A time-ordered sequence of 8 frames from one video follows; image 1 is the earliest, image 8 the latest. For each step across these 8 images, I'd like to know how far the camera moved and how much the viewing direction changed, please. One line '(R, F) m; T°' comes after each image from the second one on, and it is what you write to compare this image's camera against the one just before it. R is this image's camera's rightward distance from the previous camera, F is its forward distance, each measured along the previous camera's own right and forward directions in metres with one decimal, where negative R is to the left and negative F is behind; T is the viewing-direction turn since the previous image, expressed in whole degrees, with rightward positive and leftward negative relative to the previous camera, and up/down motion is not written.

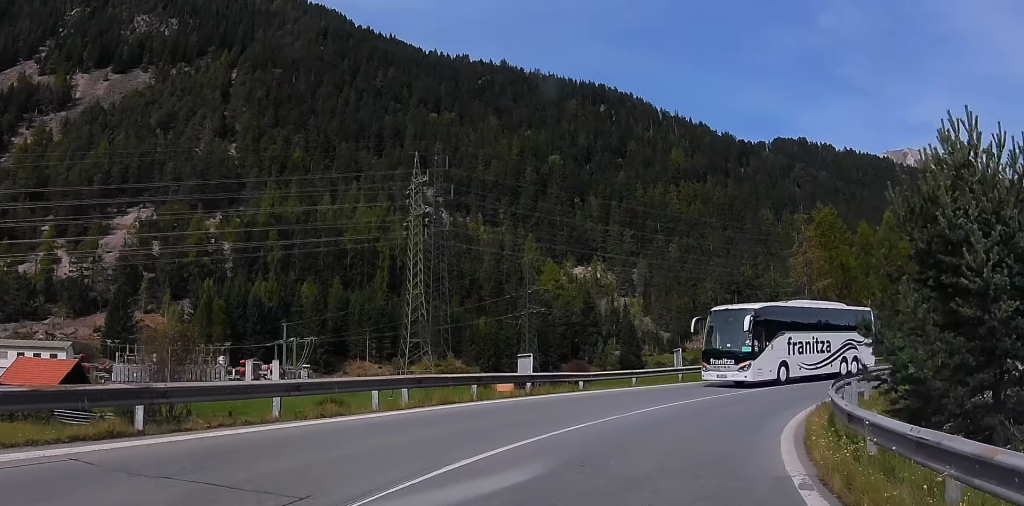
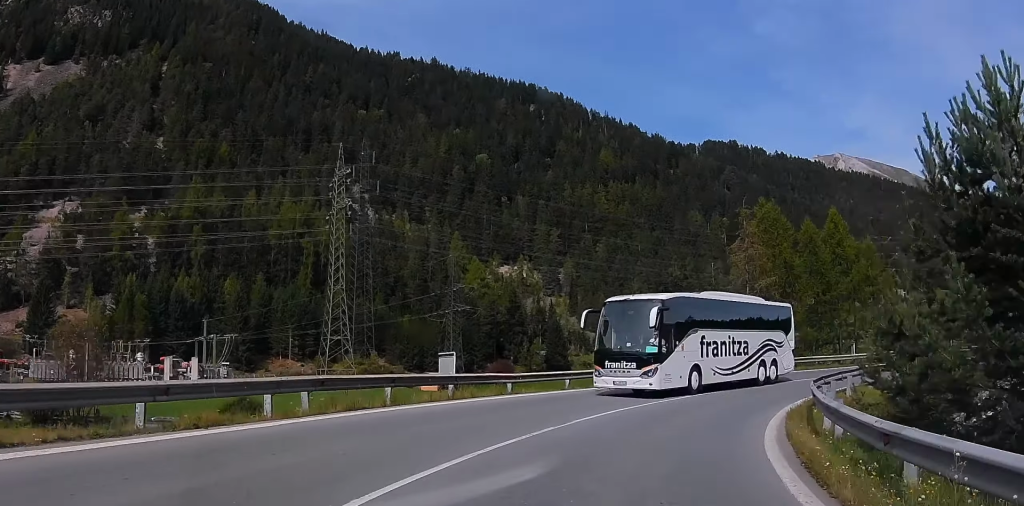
(+0.3, +3.0) m; +7°
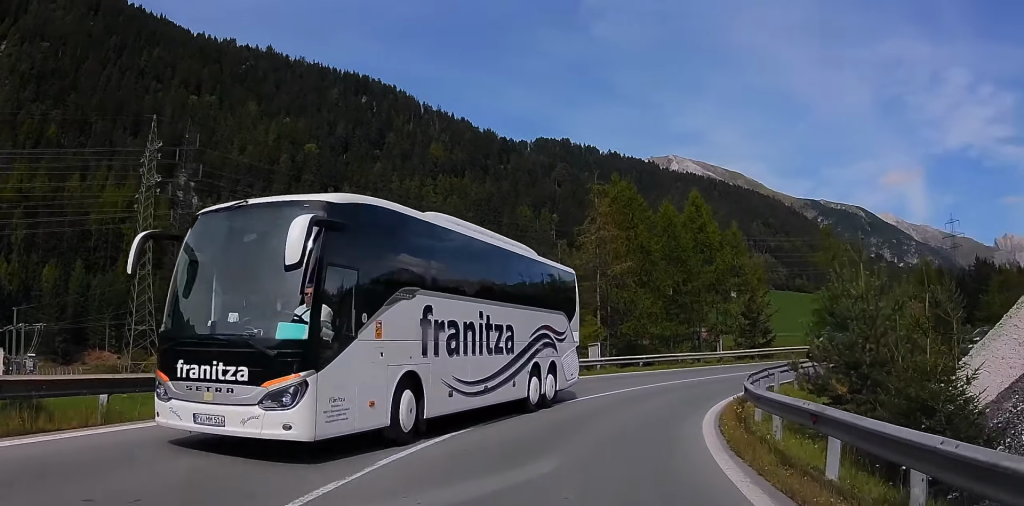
(+0.5, +7.1) m; +5°
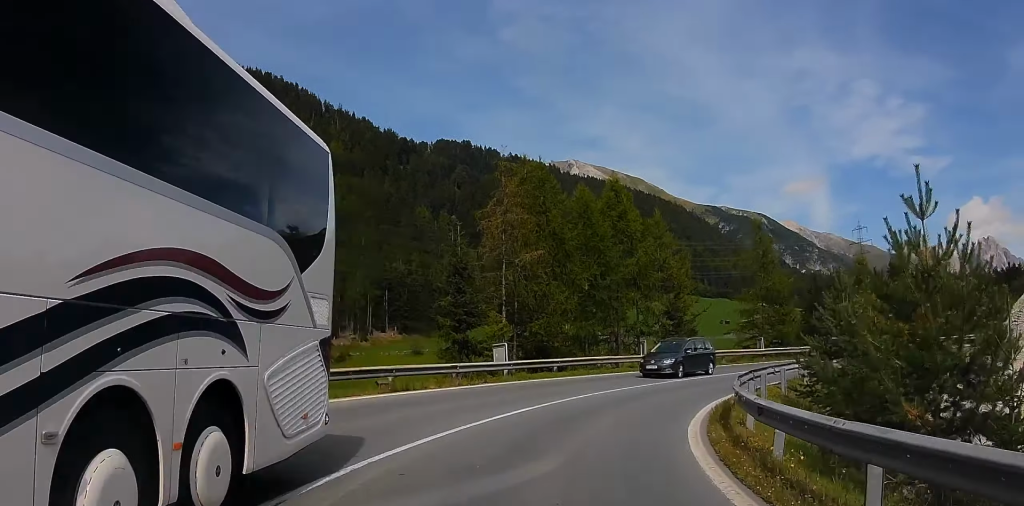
(+0.1, +6.3) m; +11°
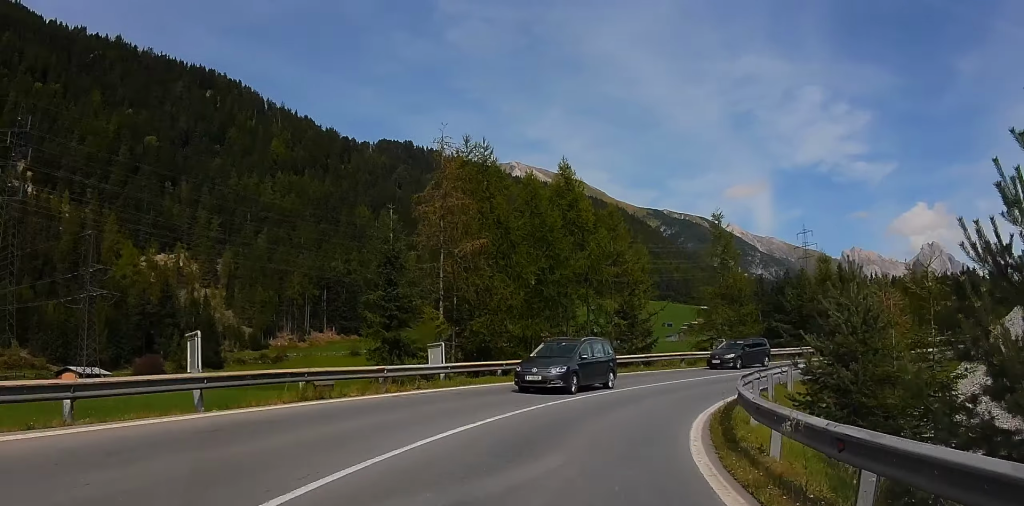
(+0.3, +4.0) m; +10°
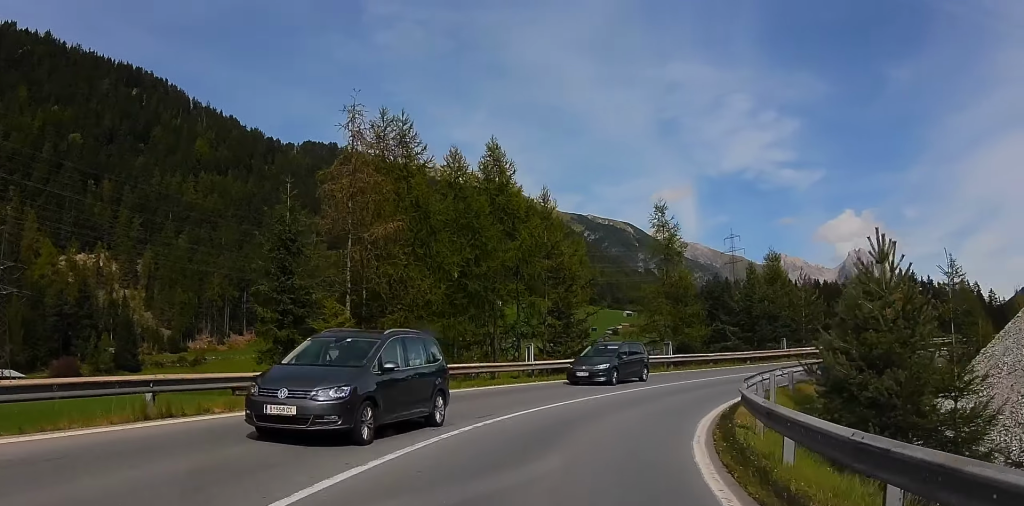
(+0.5, +5.0) m; +13°
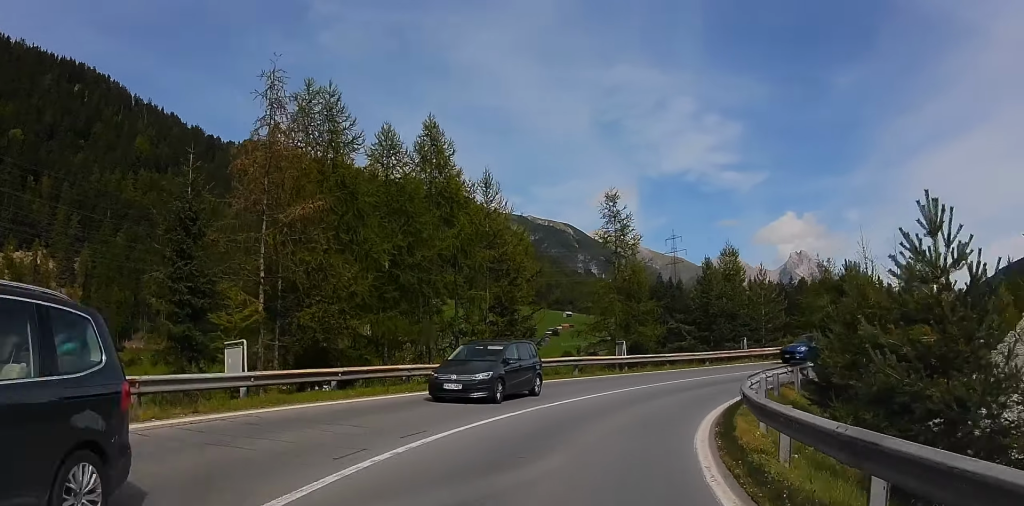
(+0.5, +3.7) m; +6°
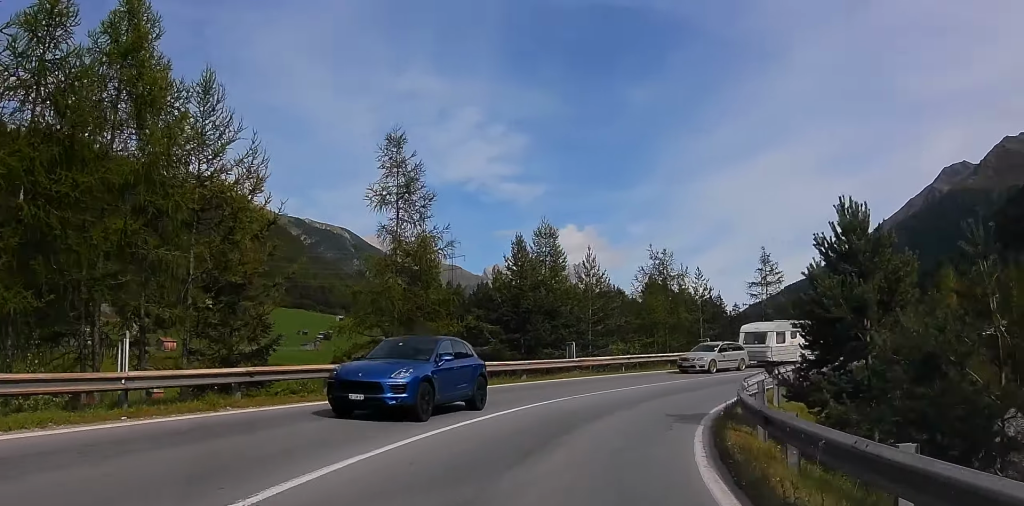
(+1.9, +13.2) m; +11°
